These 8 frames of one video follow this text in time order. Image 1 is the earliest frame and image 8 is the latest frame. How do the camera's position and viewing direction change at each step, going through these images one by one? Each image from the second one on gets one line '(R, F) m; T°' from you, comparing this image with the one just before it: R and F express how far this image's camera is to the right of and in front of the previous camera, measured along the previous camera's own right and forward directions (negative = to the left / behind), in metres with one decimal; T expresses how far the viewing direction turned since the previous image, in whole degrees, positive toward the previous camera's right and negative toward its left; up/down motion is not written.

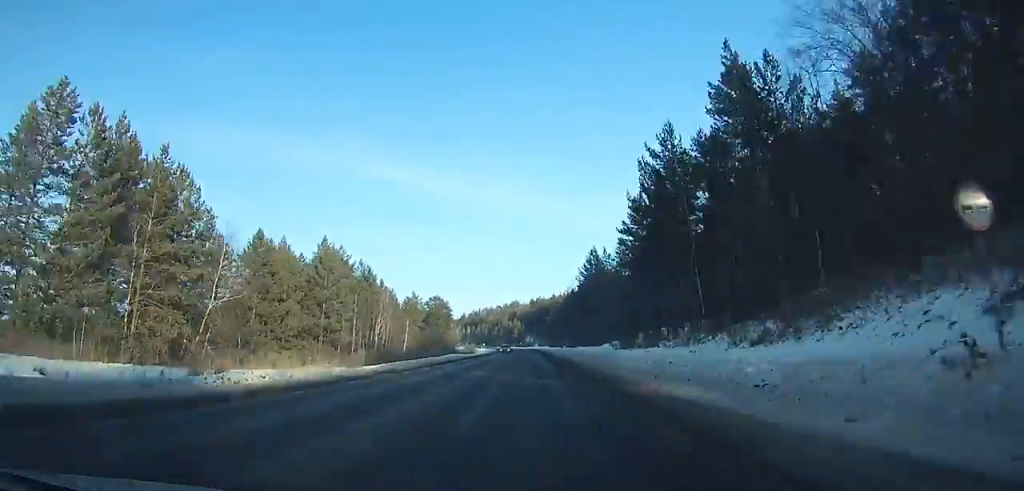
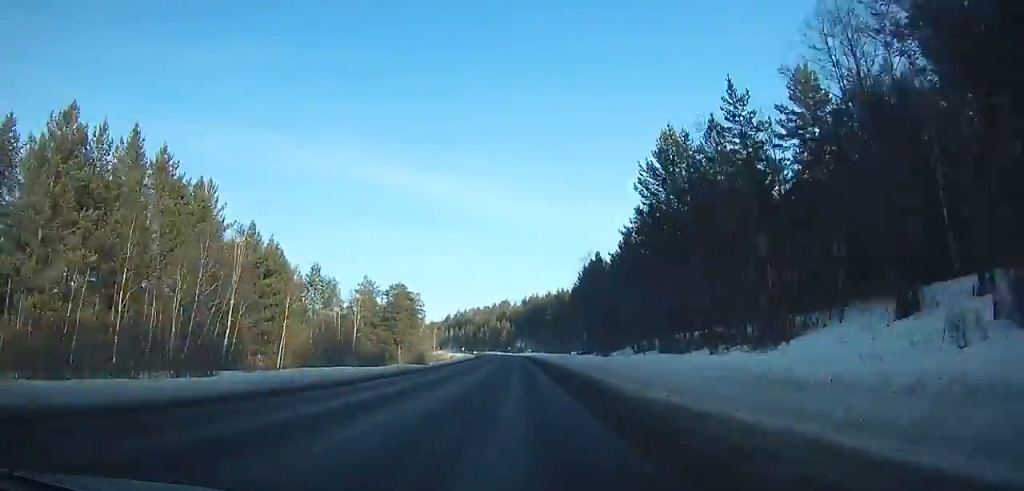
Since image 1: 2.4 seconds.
(-0.2, +55.3) m; -1°
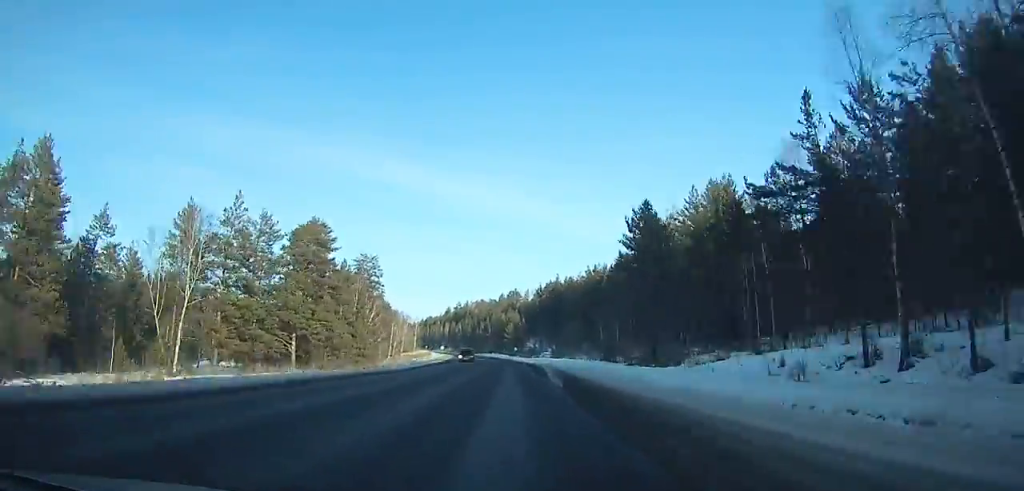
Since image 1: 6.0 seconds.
(-0.9, +81.7) m; -2°
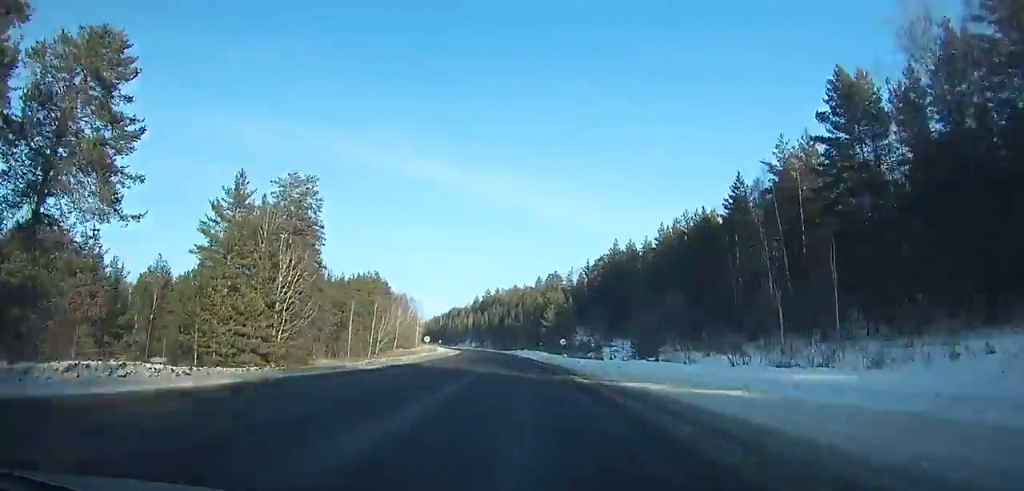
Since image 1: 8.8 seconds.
(-1.6, +63.0) m; -3°
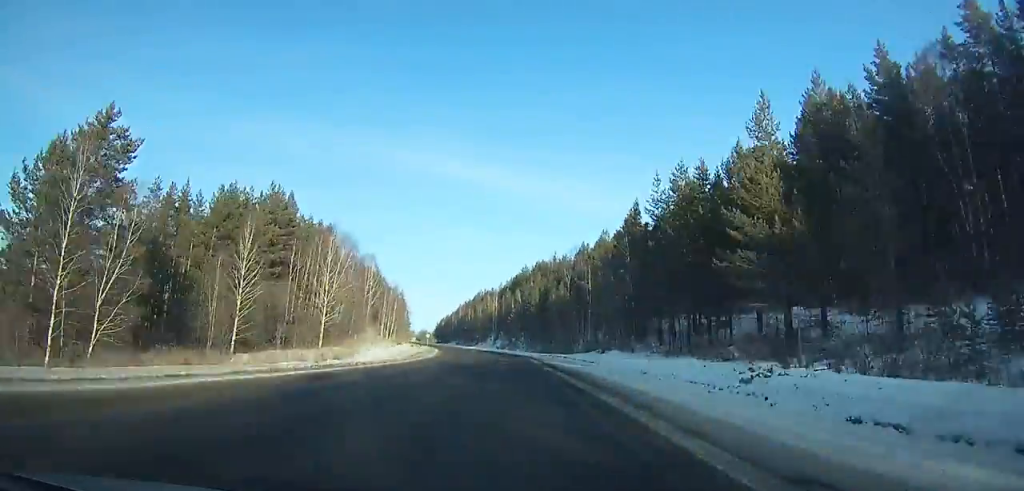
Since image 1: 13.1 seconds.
(-3.5, +97.0) m; -5°
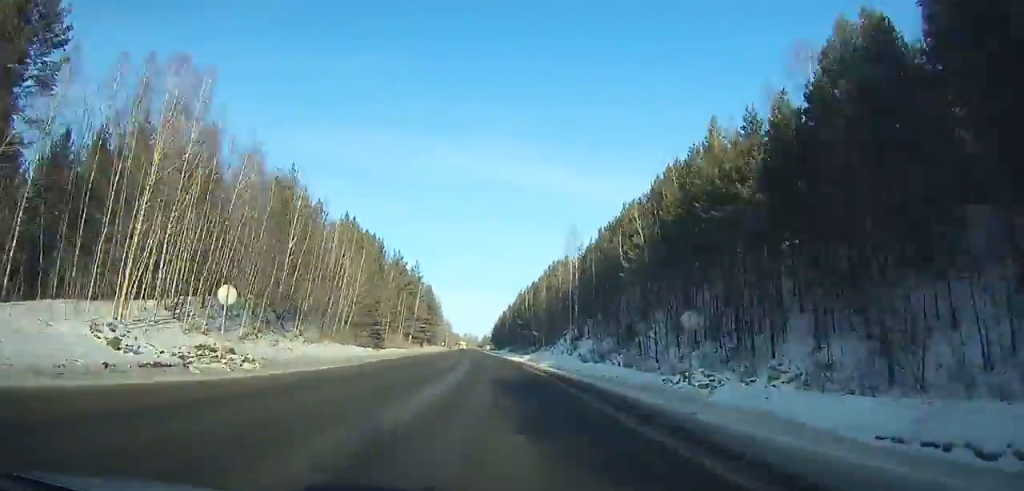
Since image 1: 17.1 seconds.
(-5.4, +90.4) m; -7°
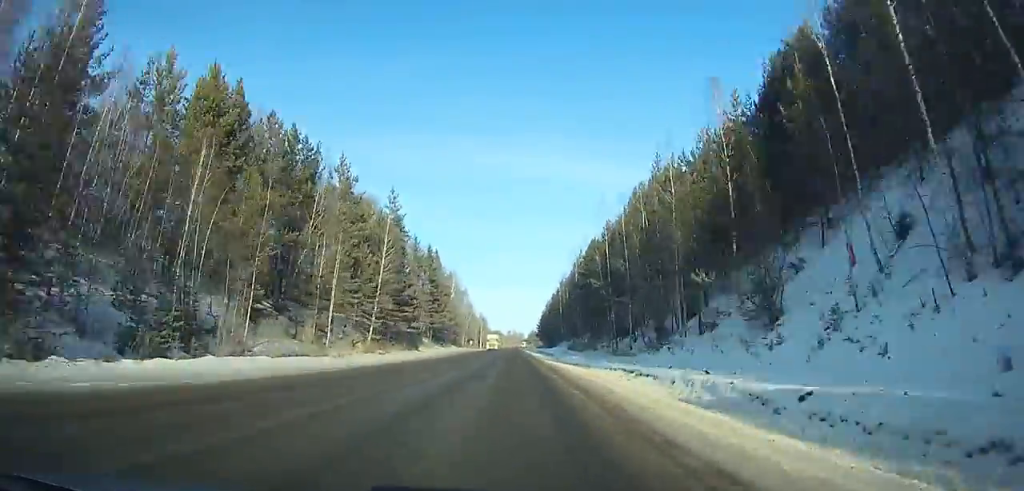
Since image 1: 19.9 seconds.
(-2.7, +63.6) m; -3°
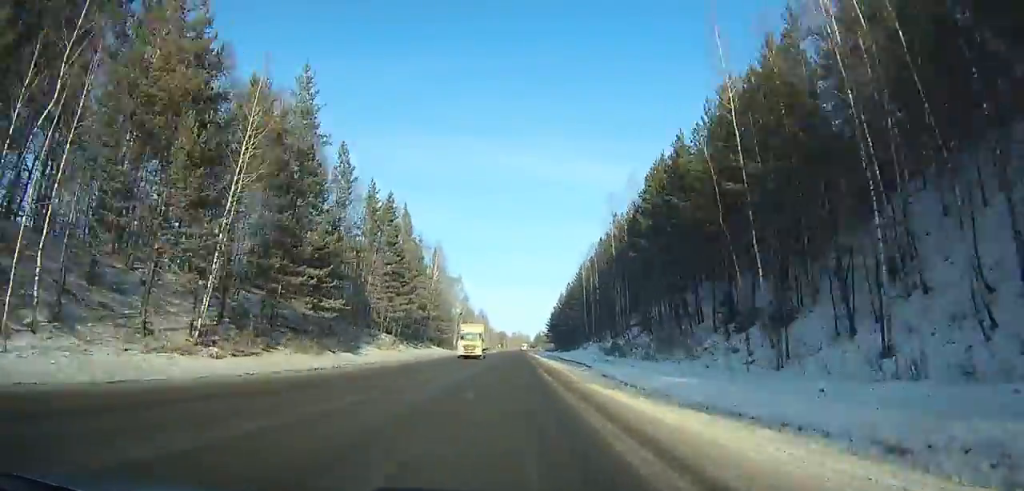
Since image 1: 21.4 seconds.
(-1.1, +34.1) m; -1°
